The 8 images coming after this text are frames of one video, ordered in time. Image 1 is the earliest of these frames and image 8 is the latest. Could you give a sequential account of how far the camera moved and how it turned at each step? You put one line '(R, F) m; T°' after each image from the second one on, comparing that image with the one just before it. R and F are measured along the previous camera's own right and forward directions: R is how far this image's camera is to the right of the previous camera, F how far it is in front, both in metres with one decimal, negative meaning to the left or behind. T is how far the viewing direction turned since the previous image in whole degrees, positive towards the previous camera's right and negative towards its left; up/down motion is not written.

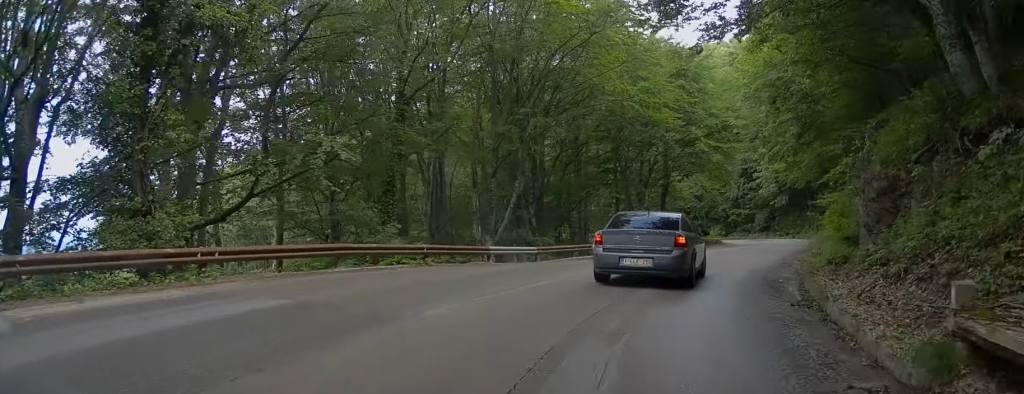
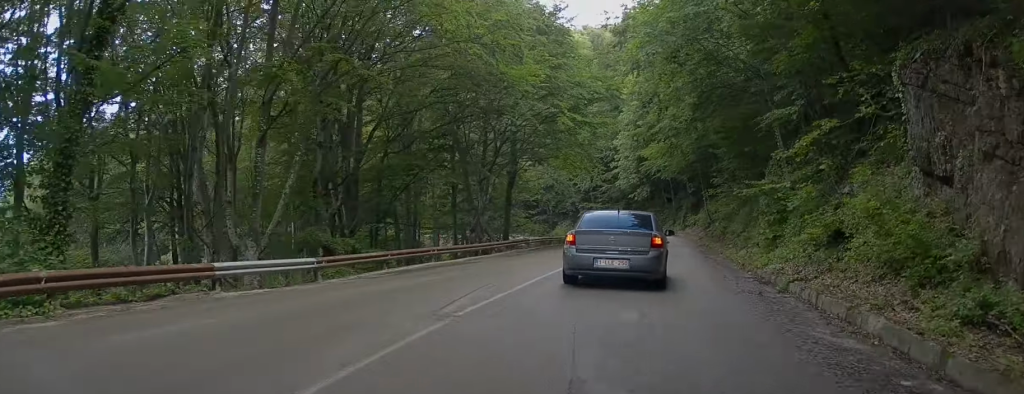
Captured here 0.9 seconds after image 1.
(+0.9, +10.3) m; +9°
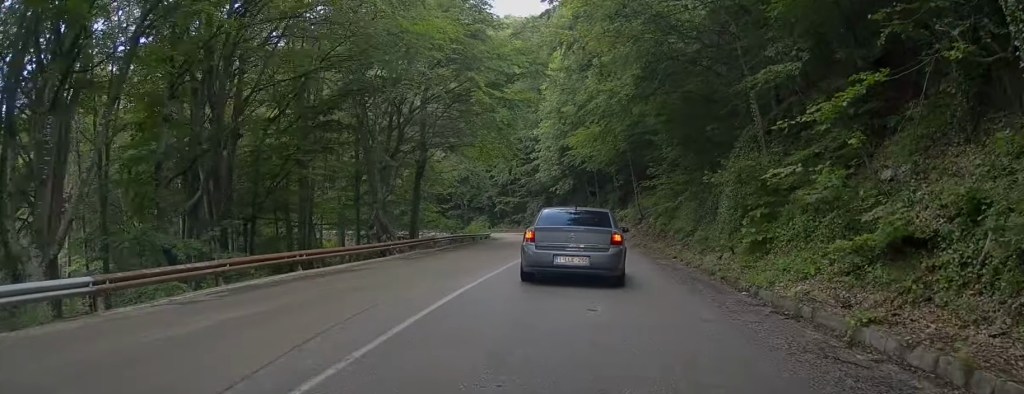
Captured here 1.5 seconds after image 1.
(+0.2, +5.9) m; +4°
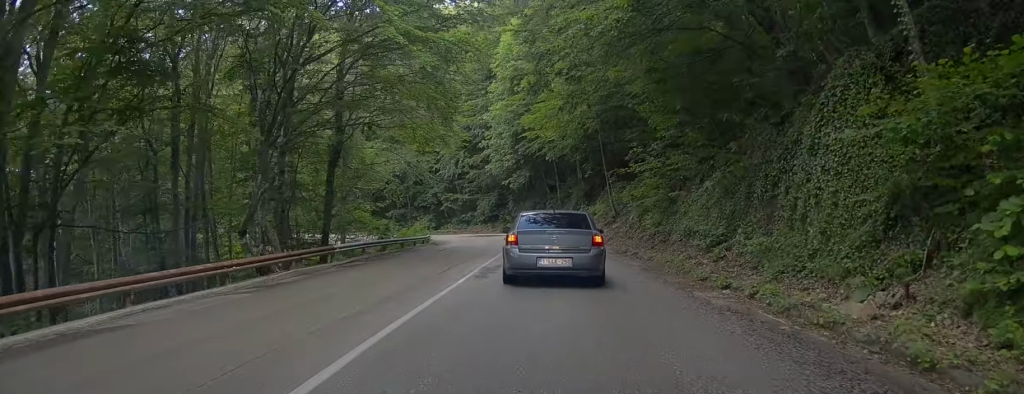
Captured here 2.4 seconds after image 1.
(+0.5, +10.4) m; +4°
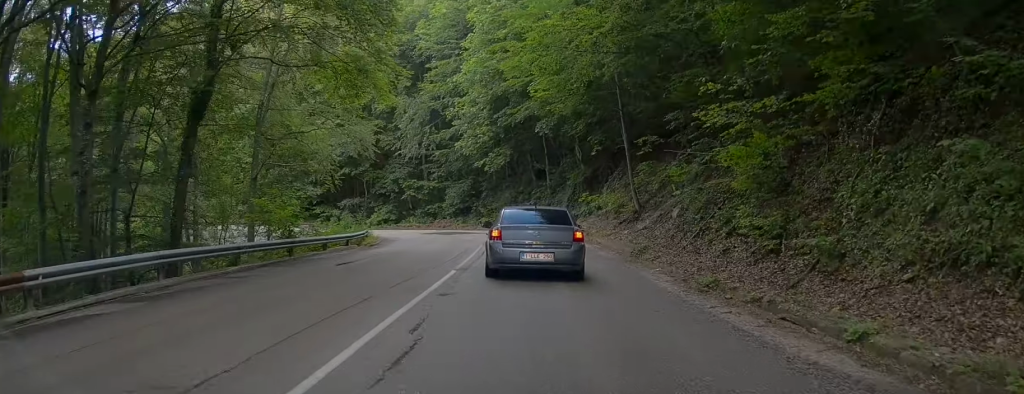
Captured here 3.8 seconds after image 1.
(+0.3, +13.7) m; +1°
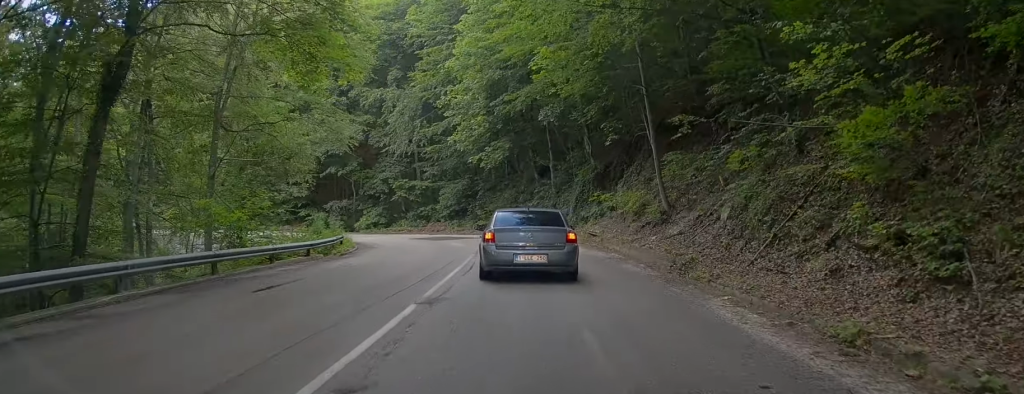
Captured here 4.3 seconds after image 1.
(-0.1, +5.0) m; +1°
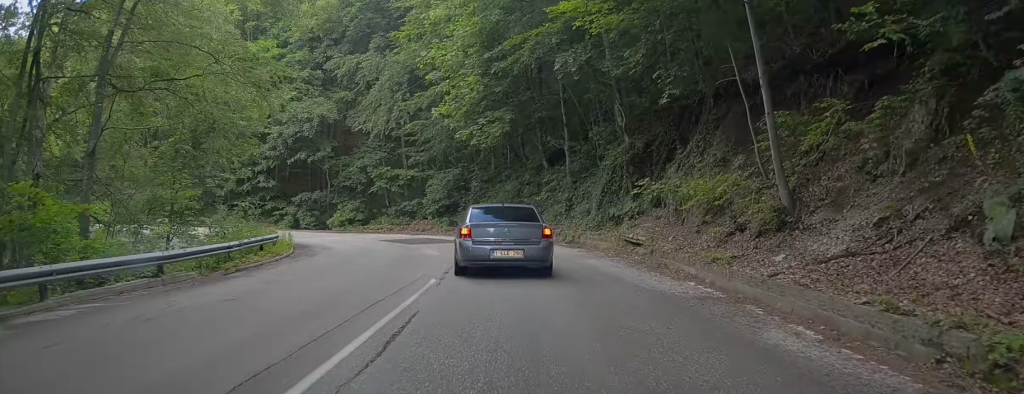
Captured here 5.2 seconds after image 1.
(+0.3, +9.2) m; -1°
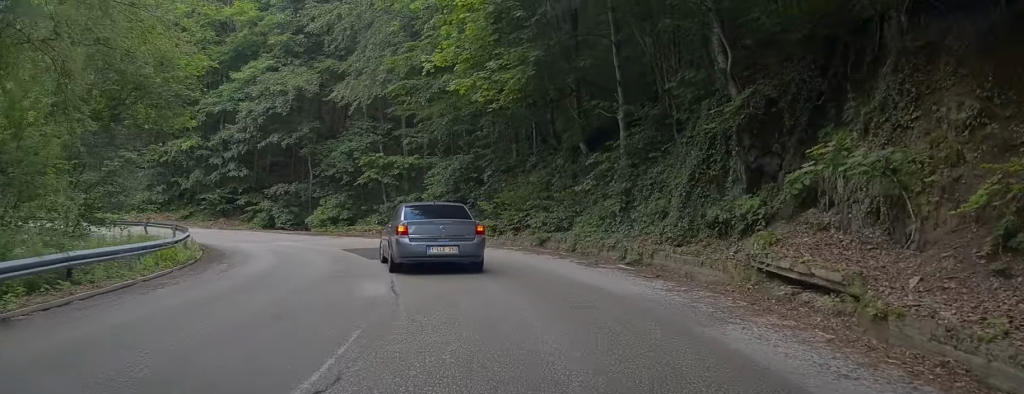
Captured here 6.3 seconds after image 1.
(-0.5, +9.6) m; -6°
